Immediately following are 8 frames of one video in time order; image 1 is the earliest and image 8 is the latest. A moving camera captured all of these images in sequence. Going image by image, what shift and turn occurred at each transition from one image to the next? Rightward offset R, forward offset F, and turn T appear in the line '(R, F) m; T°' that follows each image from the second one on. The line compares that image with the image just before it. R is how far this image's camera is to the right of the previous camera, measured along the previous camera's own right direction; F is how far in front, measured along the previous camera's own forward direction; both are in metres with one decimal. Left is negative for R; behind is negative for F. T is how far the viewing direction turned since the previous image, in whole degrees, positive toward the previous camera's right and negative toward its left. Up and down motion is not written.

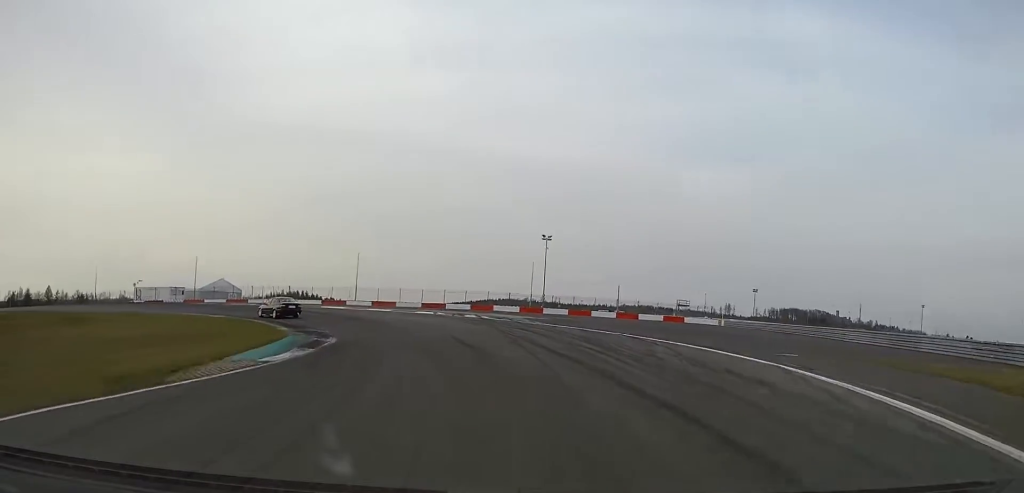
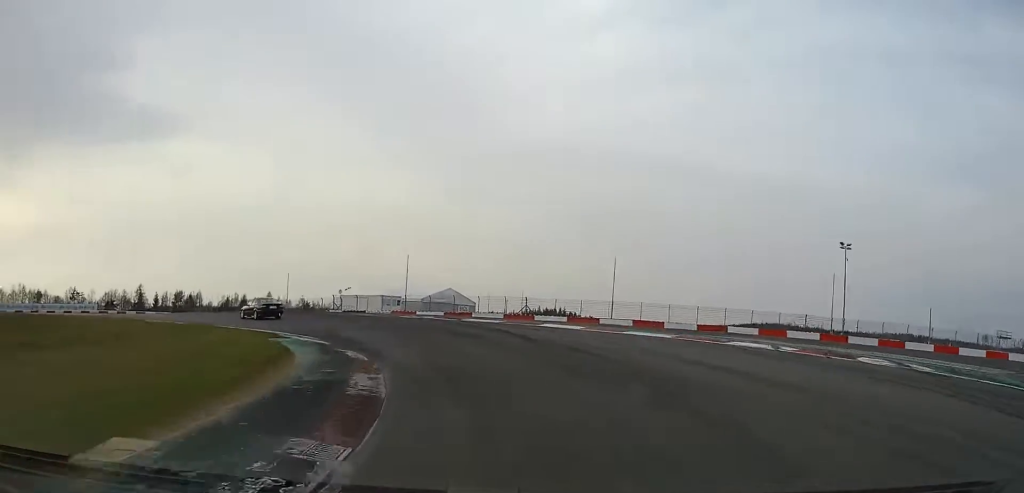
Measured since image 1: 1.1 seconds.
(-5.1, +25.5) m; -24°
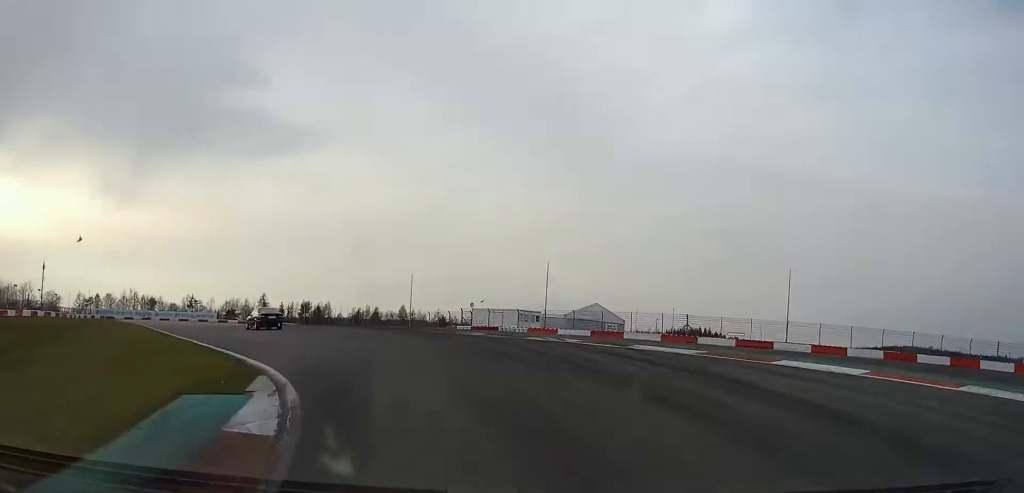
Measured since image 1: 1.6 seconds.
(-1.5, +13.5) m; -12°
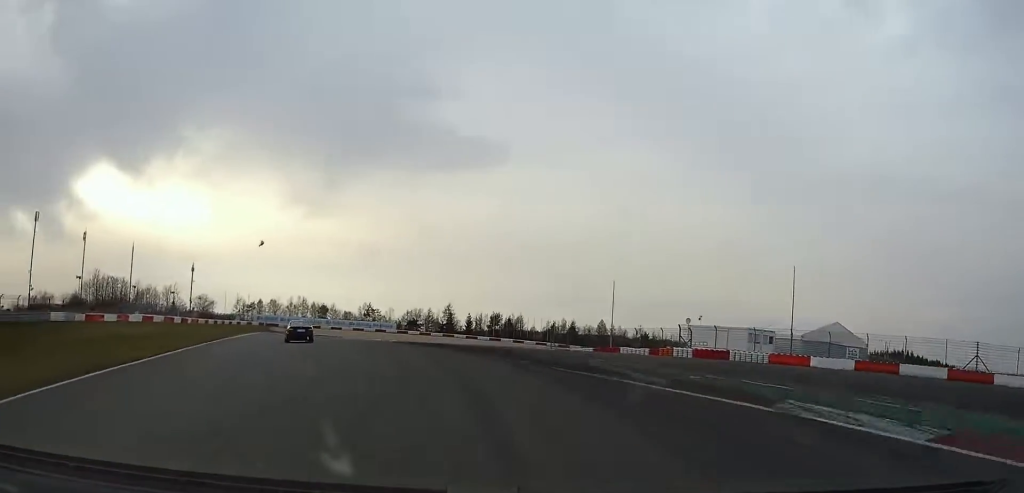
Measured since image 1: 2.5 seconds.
(-2.4, +21.8) m; -15°
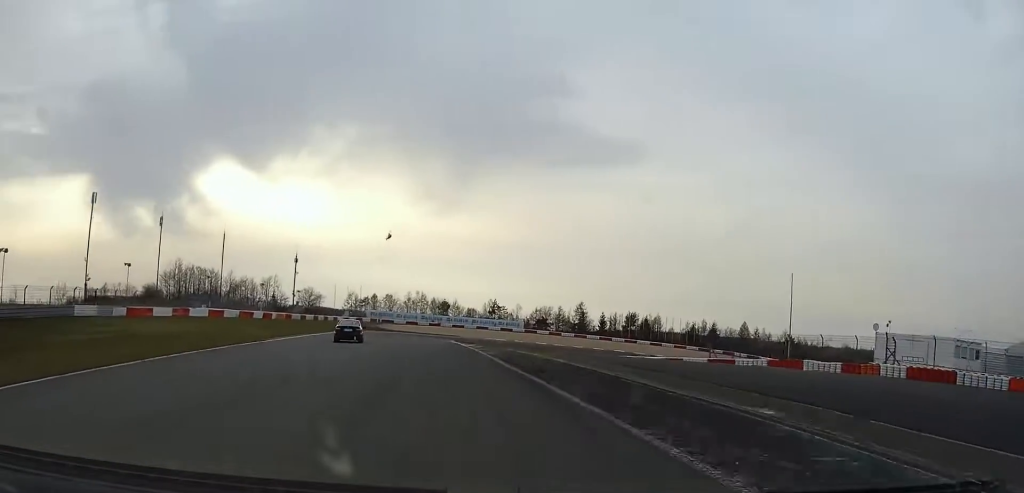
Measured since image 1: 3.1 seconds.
(-2.5, +19.0) m; -9°
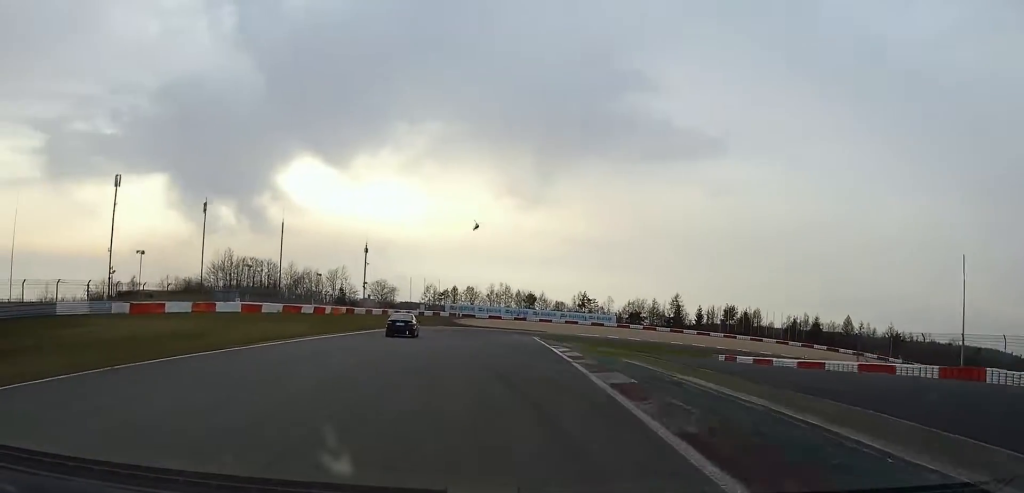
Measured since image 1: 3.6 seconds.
(-0.9, +15.6) m; -5°
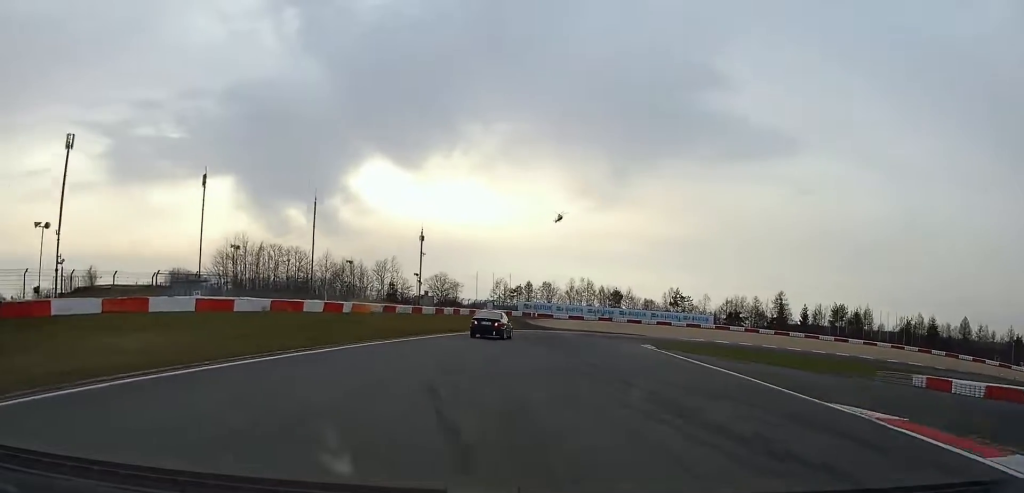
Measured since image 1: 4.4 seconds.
(-1.8, +27.5) m; -5°
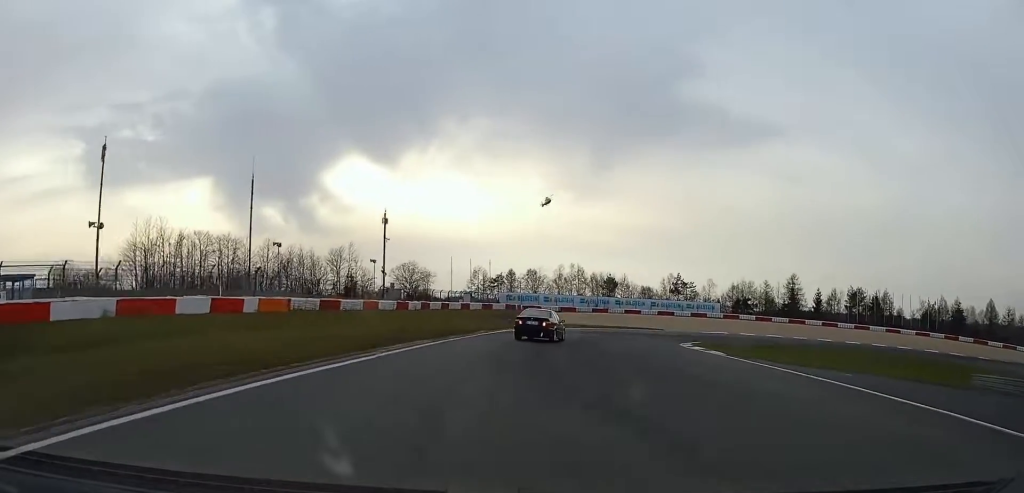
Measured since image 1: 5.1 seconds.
(-0.4, +20.3) m; +1°
